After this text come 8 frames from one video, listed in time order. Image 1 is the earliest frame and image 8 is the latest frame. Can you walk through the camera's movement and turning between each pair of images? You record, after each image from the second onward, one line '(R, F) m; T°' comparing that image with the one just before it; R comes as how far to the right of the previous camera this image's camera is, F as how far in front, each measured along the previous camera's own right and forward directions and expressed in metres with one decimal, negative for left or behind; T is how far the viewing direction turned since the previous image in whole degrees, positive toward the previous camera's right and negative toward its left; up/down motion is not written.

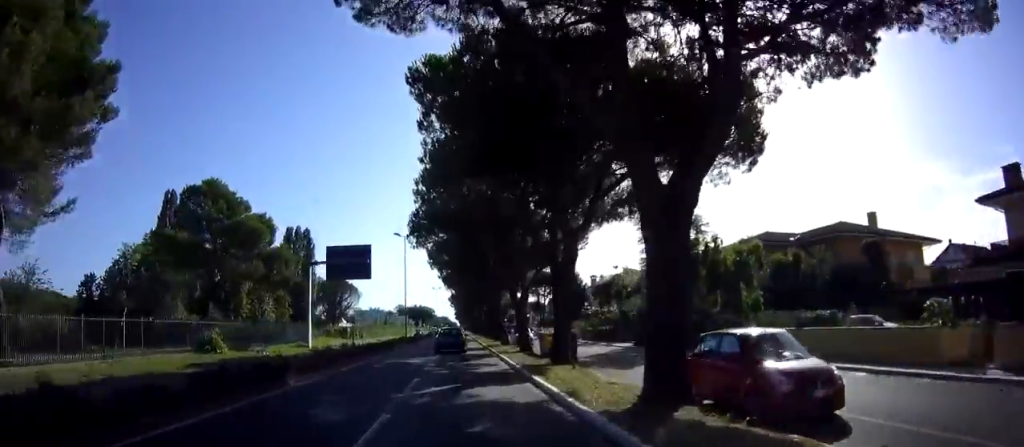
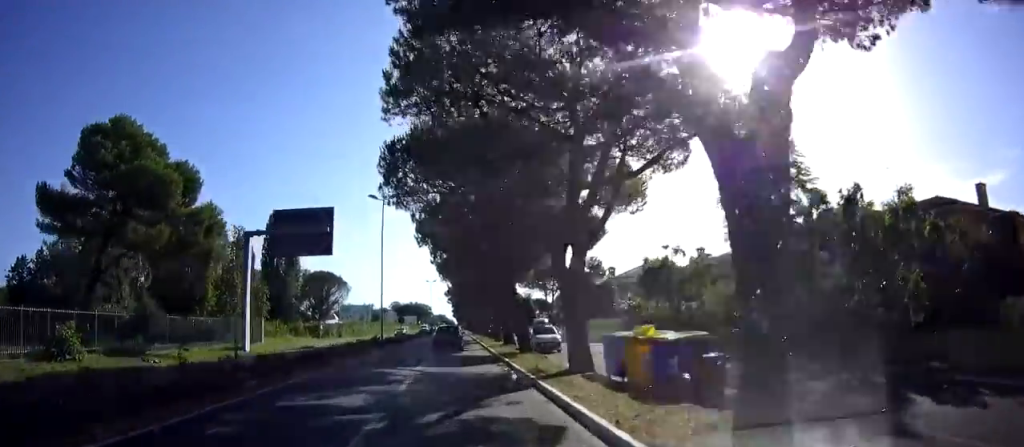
(+0.3, +13.0) m; +1°
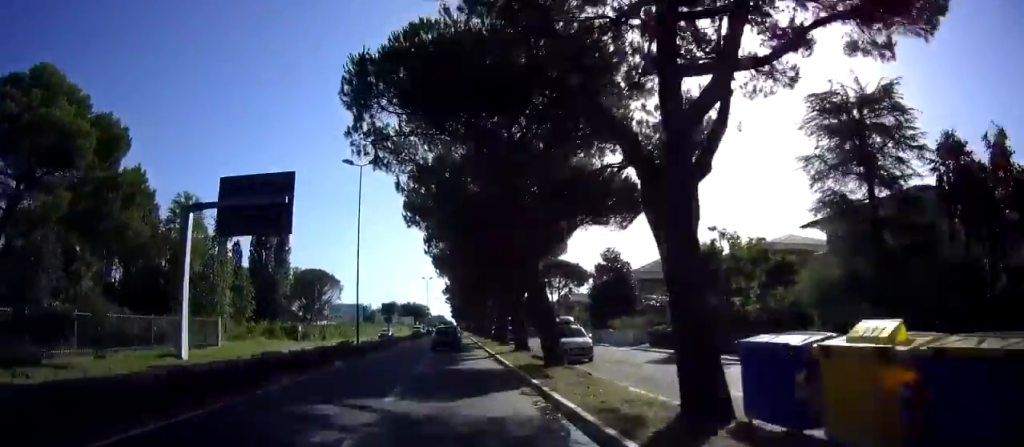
(-0.1, +7.6) m; 0°
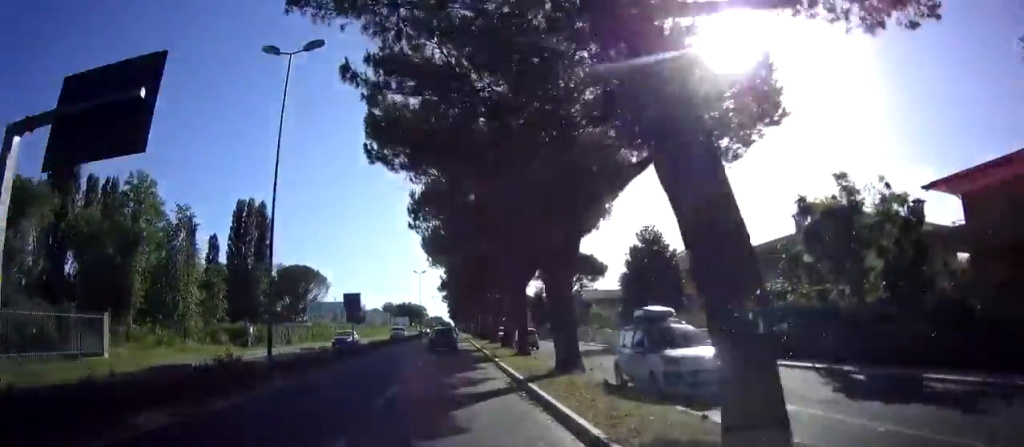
(-0.1, +12.3) m; 0°
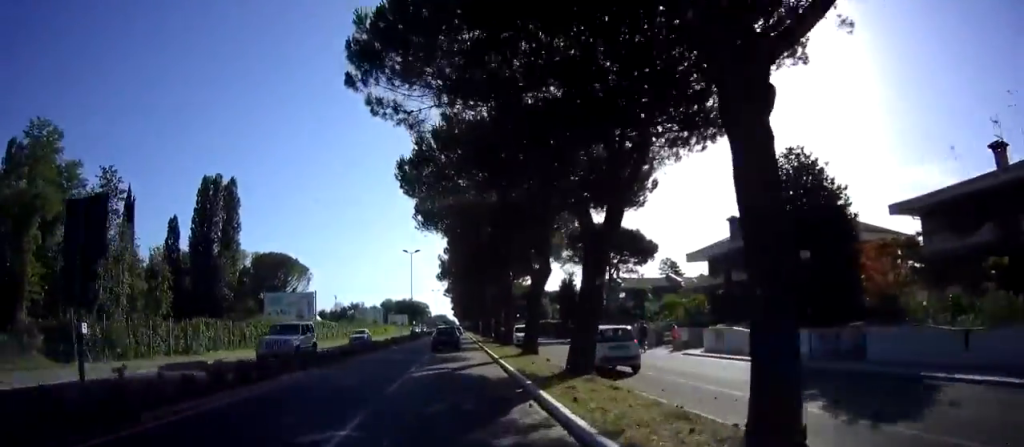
(+0.2, +19.8) m; -1°
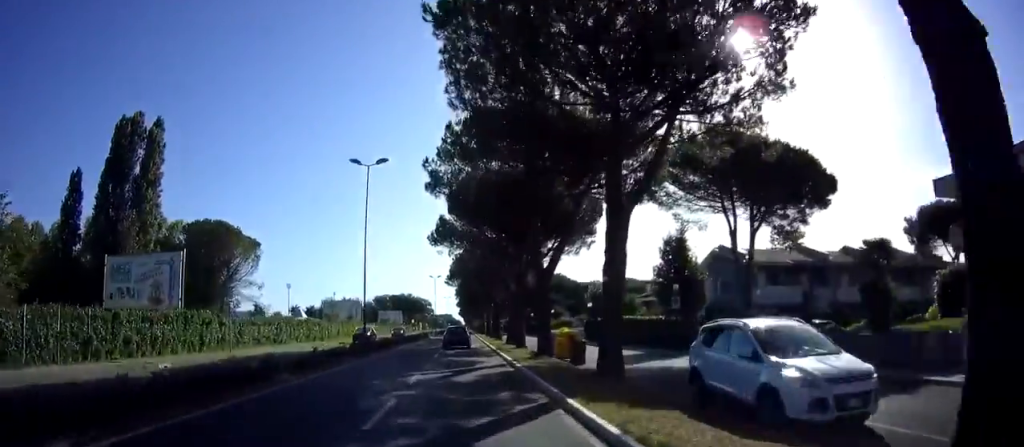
(-0.4, +32.4) m; 0°
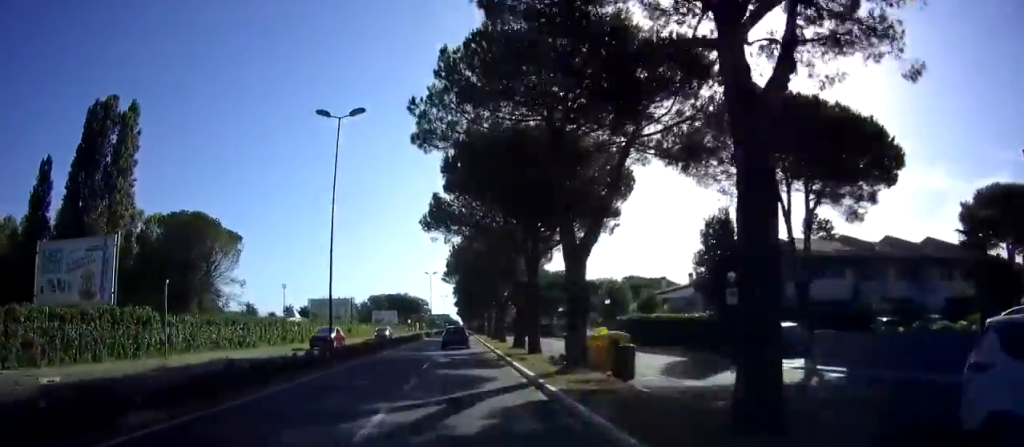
(0.0, +6.6) m; 0°
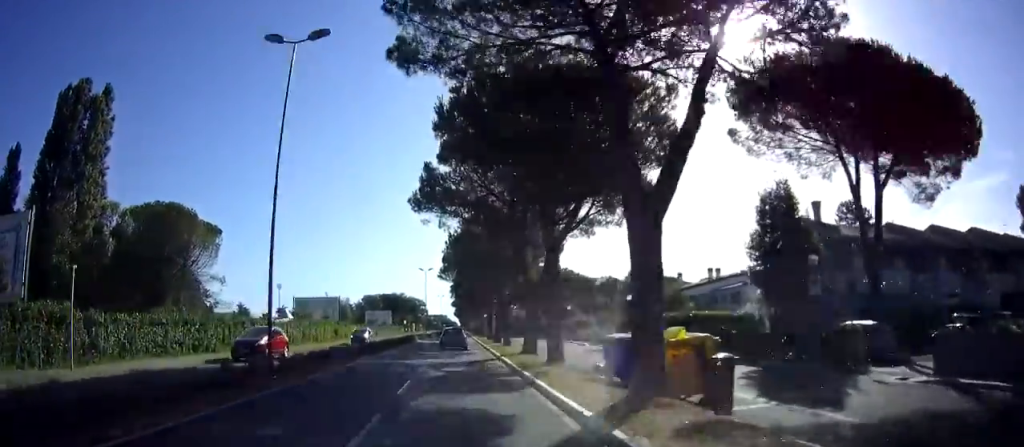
(0.0, +6.1) m; 0°
